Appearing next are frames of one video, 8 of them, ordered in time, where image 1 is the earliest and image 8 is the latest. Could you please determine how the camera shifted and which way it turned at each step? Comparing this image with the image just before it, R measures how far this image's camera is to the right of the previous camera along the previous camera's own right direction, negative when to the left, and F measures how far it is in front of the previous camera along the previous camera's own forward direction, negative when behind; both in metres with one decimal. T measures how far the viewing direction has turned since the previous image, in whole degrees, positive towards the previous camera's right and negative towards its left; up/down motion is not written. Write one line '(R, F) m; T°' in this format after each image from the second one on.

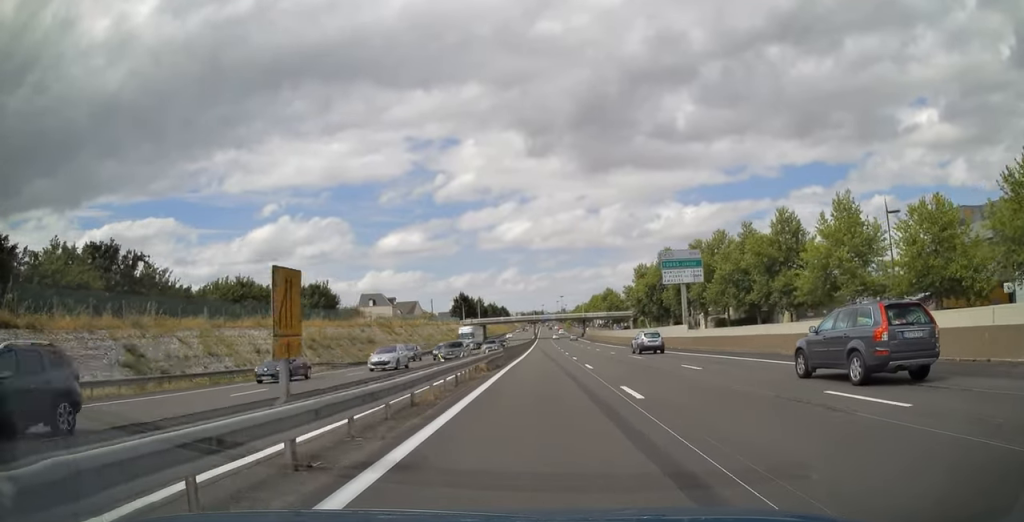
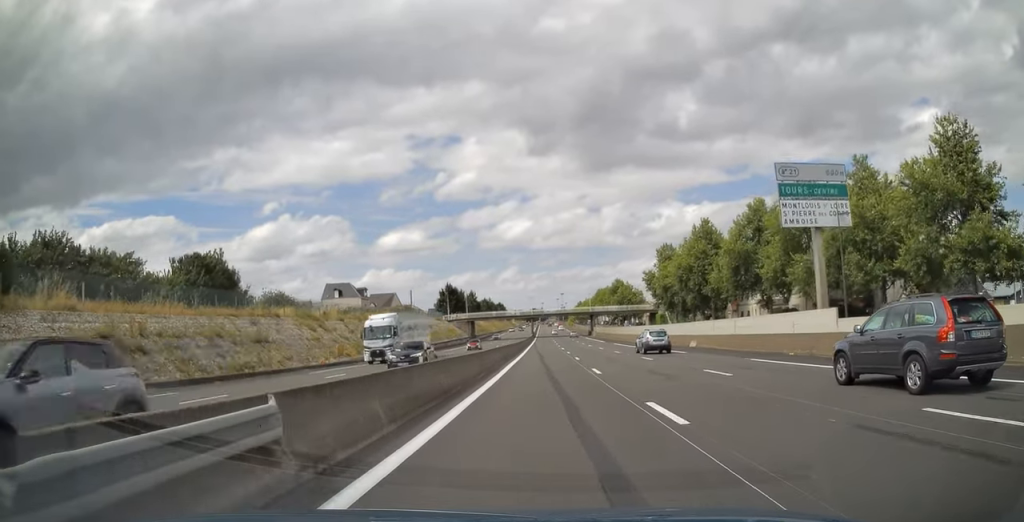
(-0.1, +29.4) m; 0°
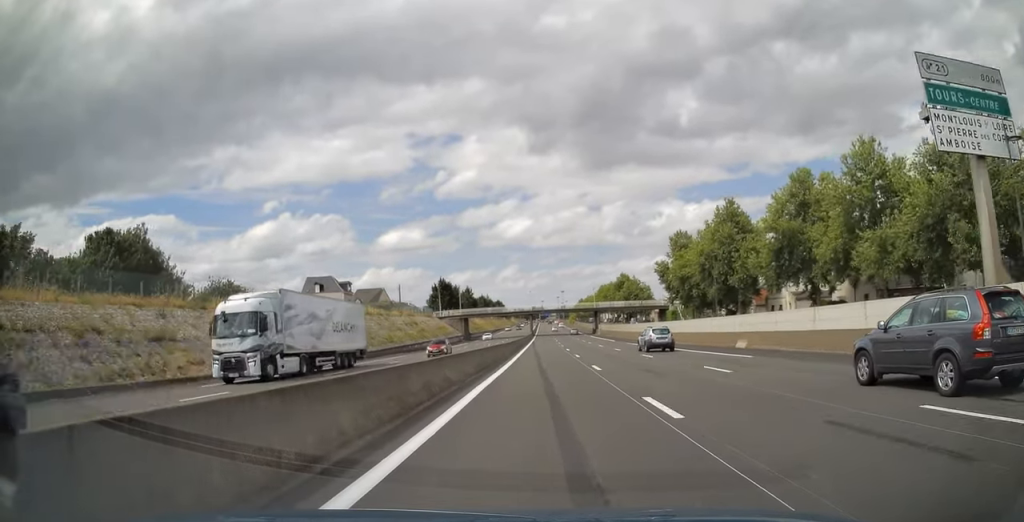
(0.0, +12.8) m; 0°
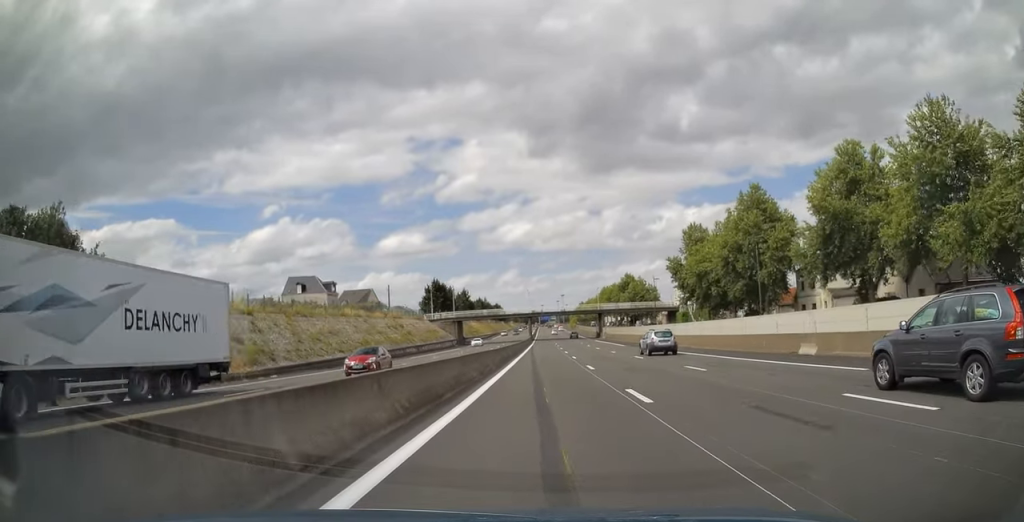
(0.0, +10.2) m; 0°
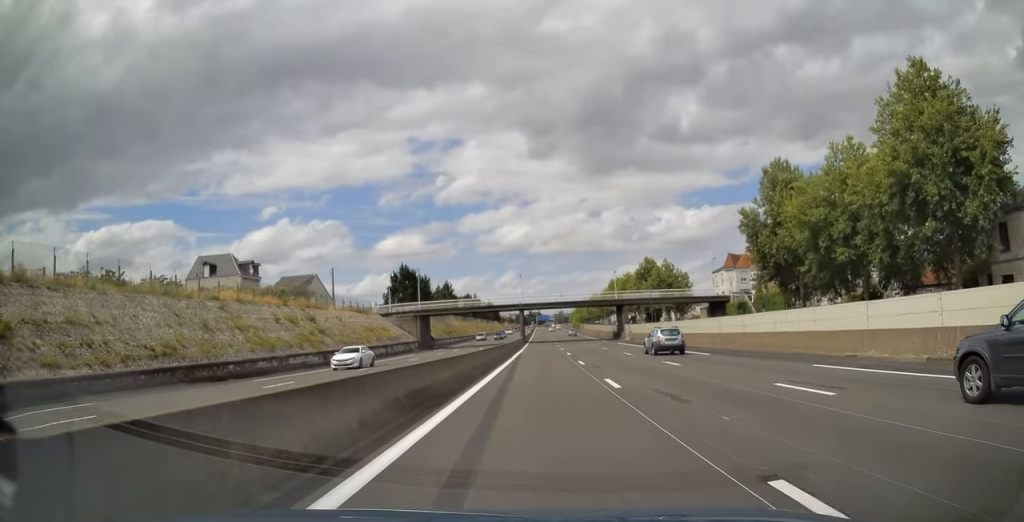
(+0.3, +35.8) m; +1°
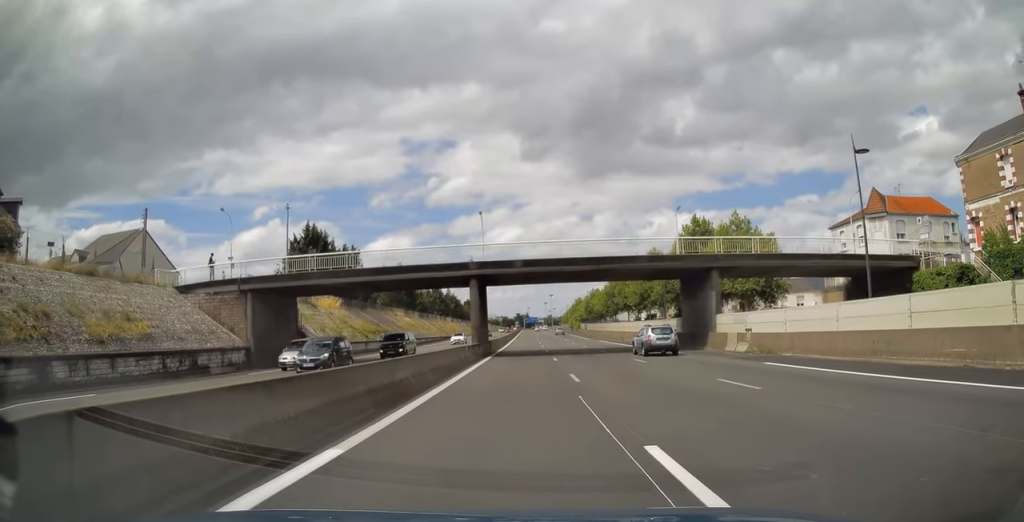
(+0.1, +50.0) m; 0°
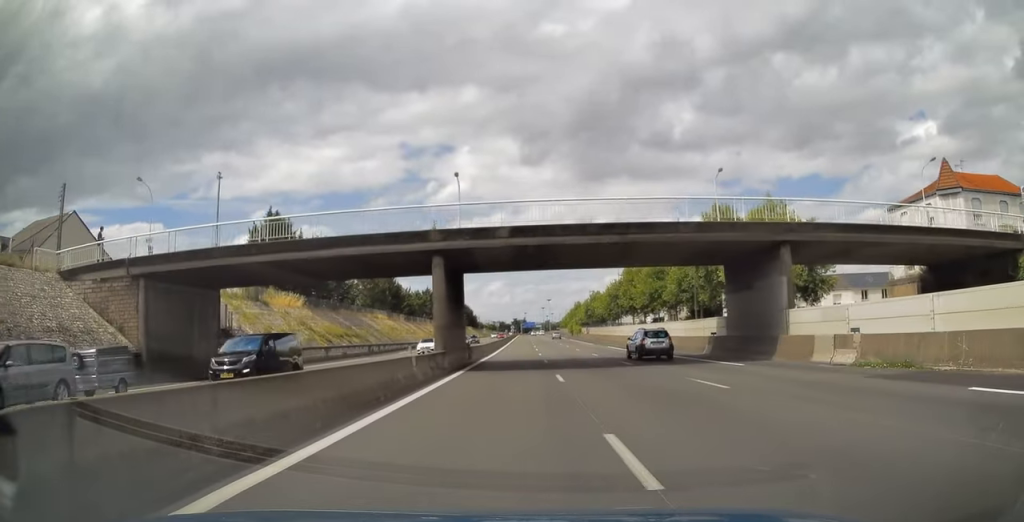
(0.0, +11.8) m; 0°
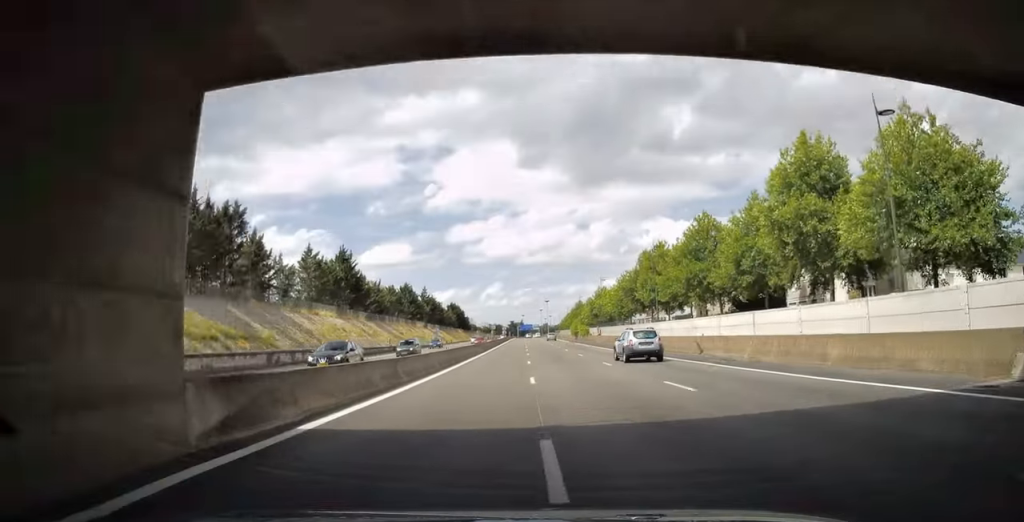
(+0.1, +26.1) m; 0°
